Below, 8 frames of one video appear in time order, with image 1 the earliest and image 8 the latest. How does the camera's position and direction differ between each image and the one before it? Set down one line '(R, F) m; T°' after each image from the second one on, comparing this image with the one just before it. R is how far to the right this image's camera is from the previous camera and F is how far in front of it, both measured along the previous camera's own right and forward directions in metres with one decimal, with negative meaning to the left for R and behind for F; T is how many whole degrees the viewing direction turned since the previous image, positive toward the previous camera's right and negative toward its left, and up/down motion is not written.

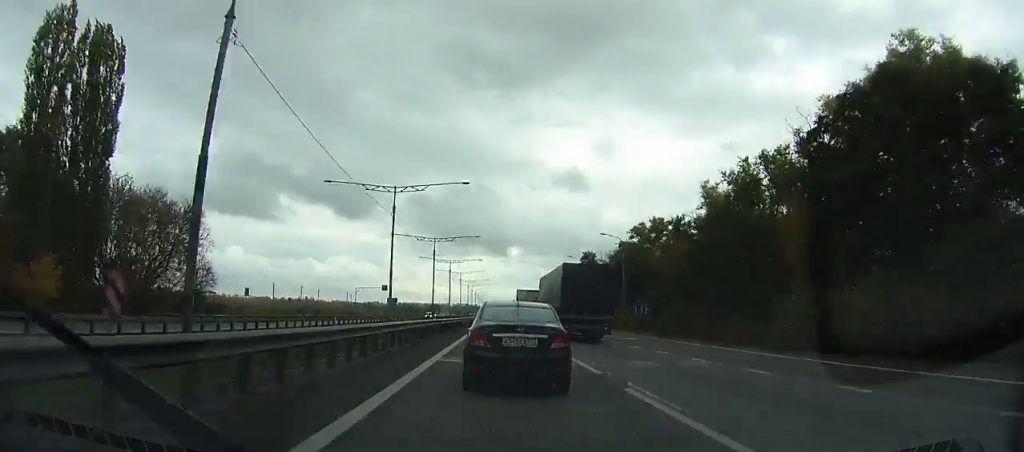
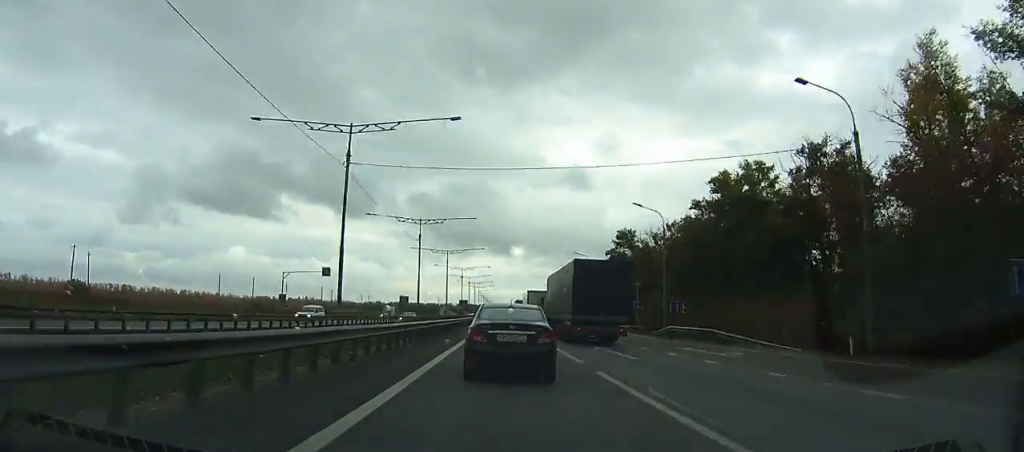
(+0.1, +46.7) m; 0°
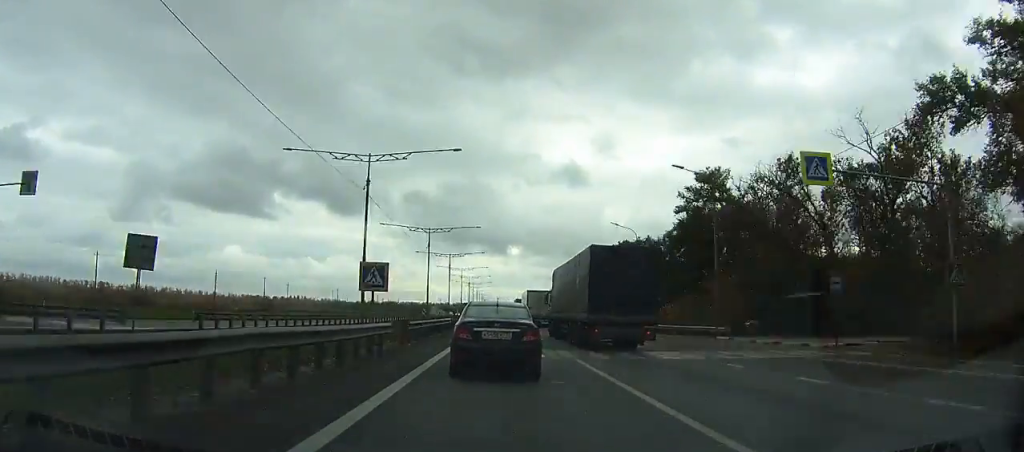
(0.0, +51.4) m; 0°
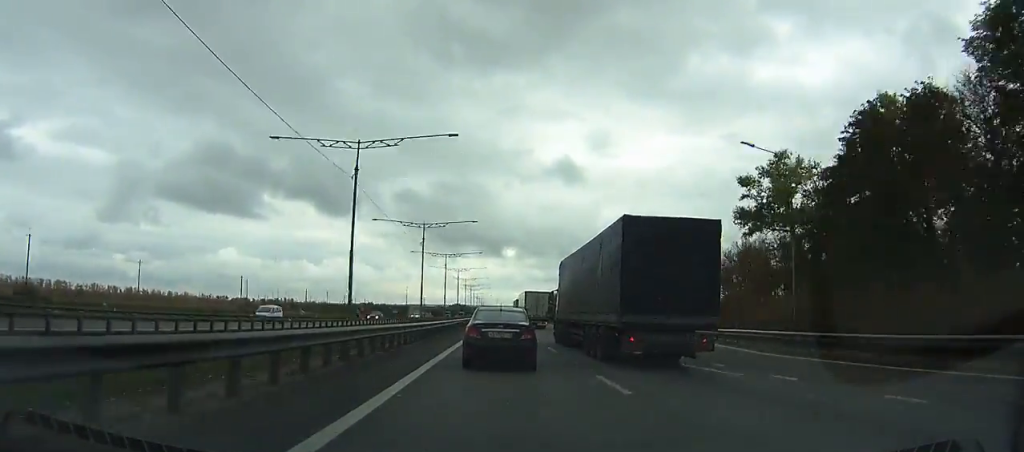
(-0.1, +93.5) m; 0°
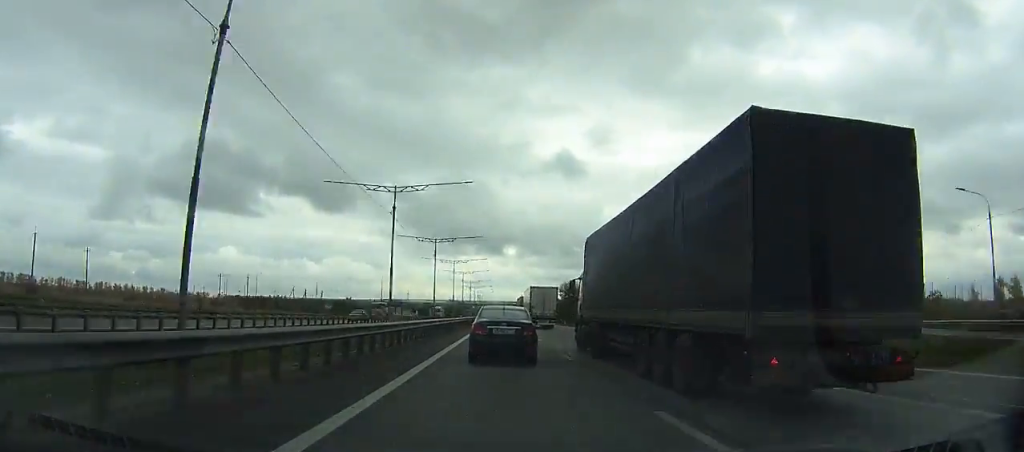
(-0.1, +74.7) m; 0°
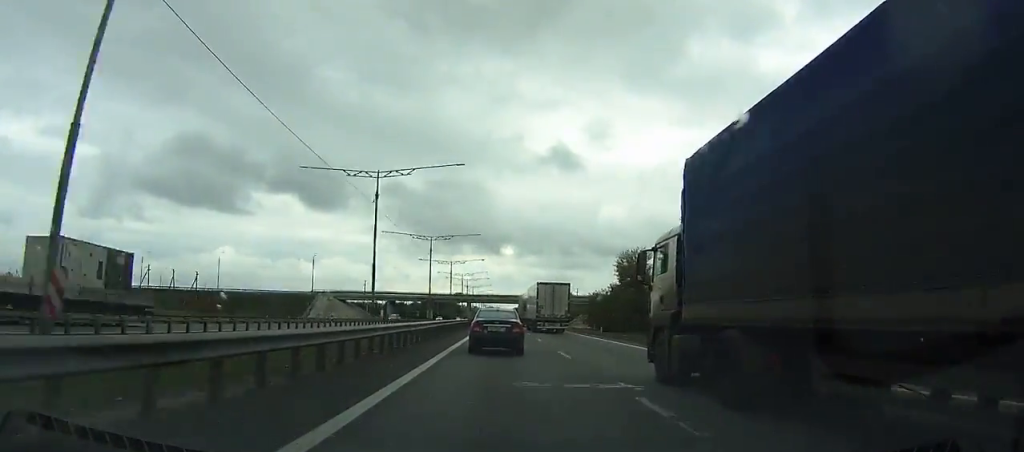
(0.0, +95.5) m; 0°
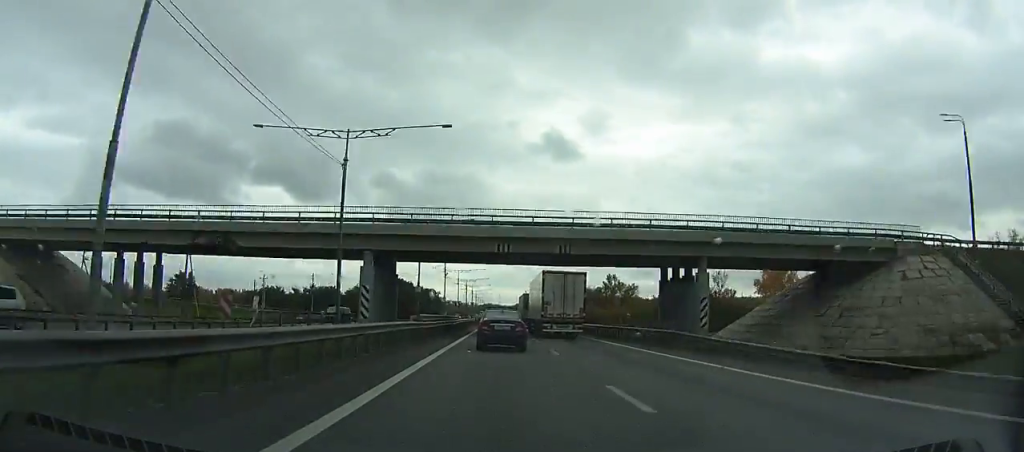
(0.0, +119.2) m; 0°
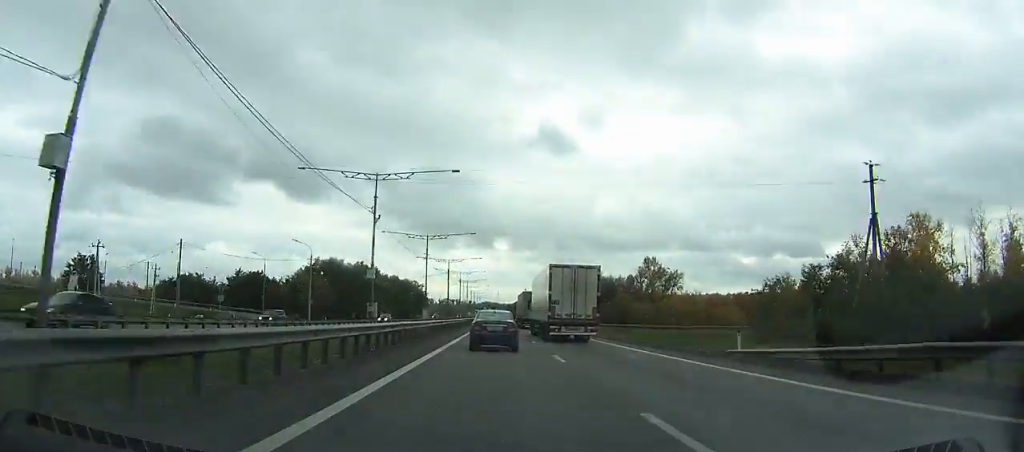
(+0.1, +51.3) m; 0°
